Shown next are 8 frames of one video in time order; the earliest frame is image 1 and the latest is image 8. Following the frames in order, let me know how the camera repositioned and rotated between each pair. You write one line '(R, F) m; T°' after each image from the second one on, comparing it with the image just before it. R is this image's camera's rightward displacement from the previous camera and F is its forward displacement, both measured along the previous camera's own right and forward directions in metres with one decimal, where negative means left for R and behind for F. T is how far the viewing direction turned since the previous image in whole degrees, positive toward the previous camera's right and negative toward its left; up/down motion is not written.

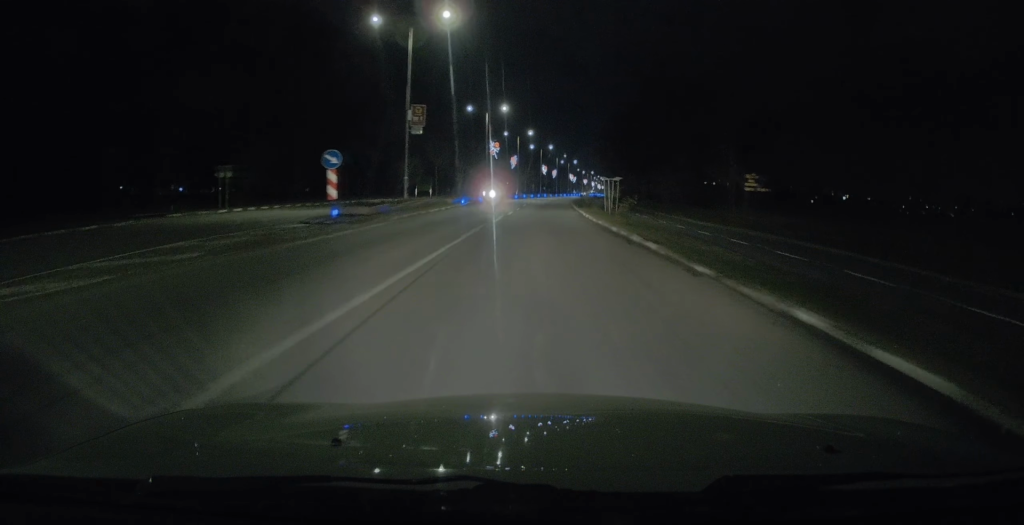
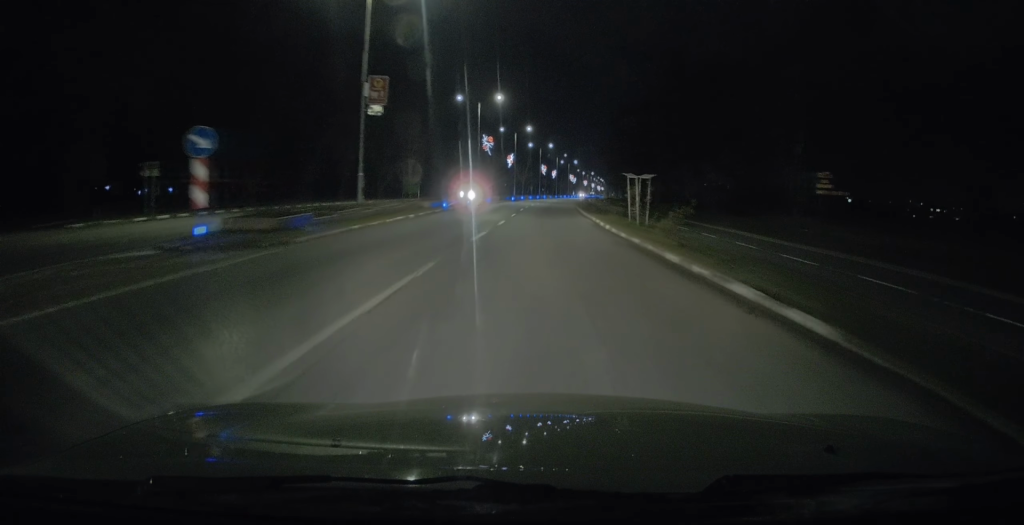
(0.0, +8.6) m; 0°
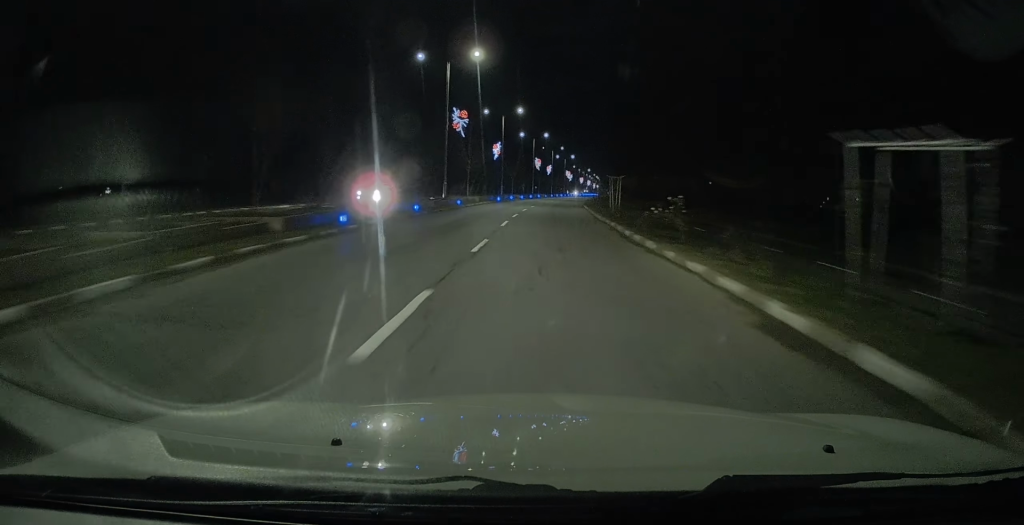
(+0.2, +18.0) m; 0°
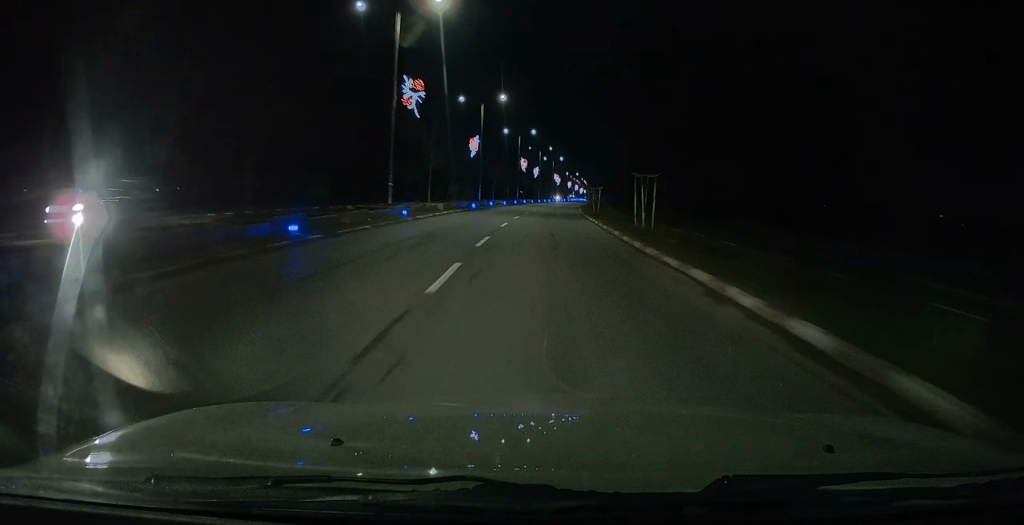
(0.0, +12.6) m; +1°
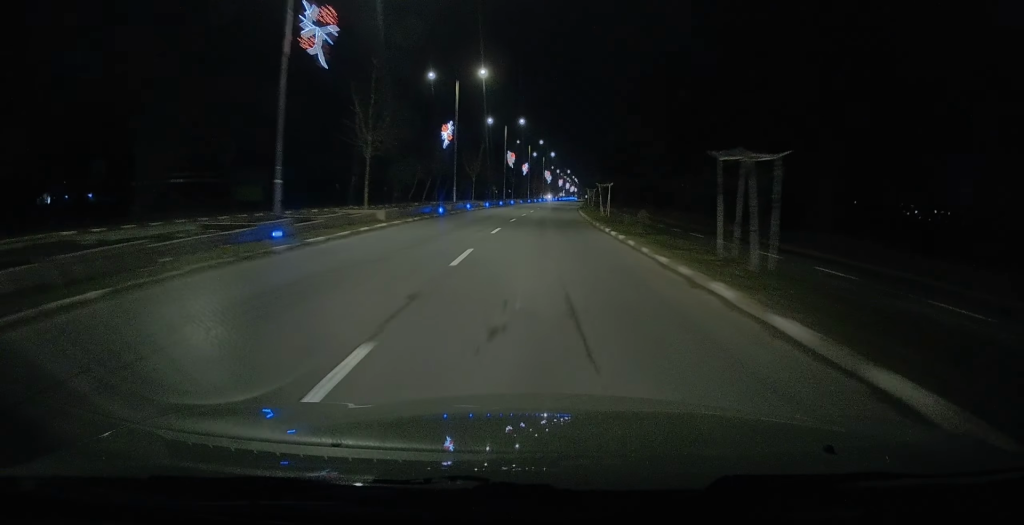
(+0.1, +11.8) m; +1°
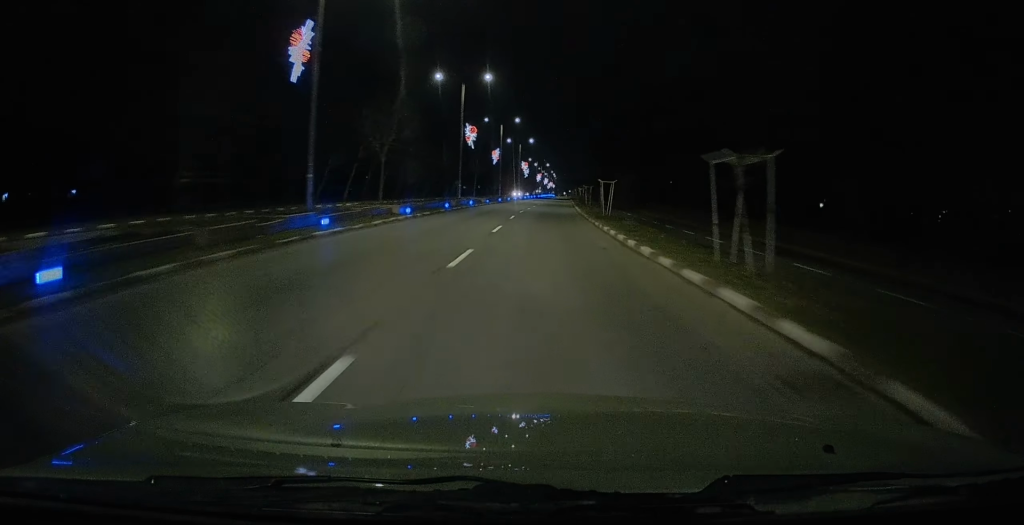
(+0.3, +27.0) m; +2°
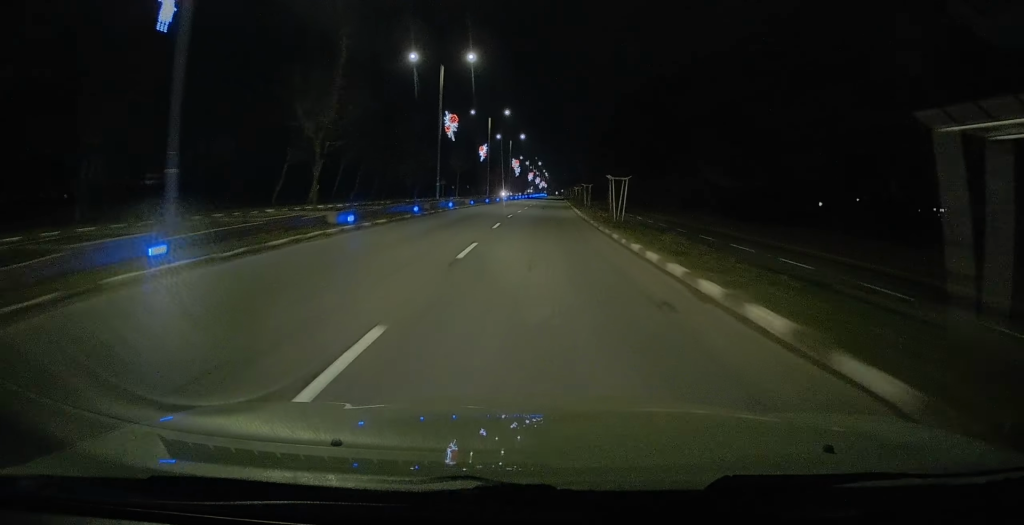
(+0.1, +7.4) m; +1°
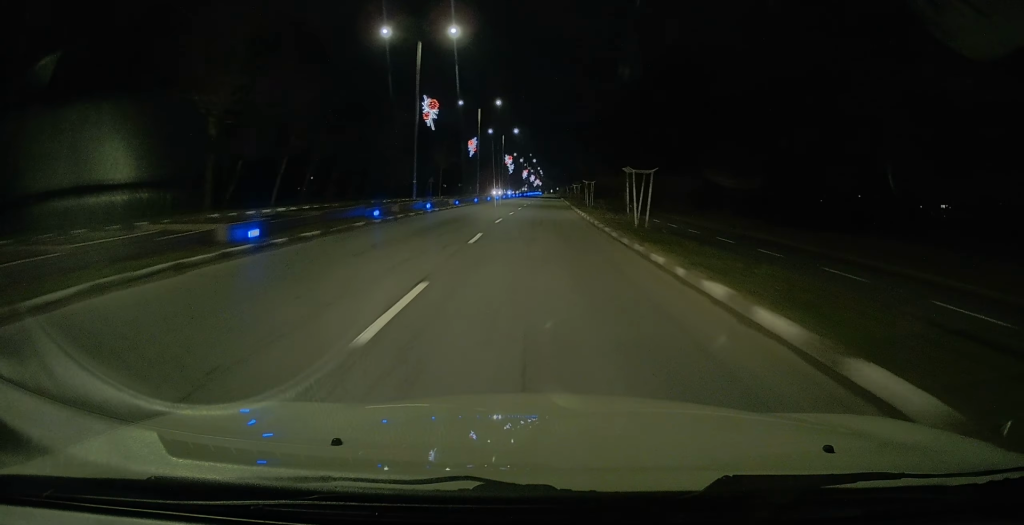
(+0.1, +6.6) m; 0°
